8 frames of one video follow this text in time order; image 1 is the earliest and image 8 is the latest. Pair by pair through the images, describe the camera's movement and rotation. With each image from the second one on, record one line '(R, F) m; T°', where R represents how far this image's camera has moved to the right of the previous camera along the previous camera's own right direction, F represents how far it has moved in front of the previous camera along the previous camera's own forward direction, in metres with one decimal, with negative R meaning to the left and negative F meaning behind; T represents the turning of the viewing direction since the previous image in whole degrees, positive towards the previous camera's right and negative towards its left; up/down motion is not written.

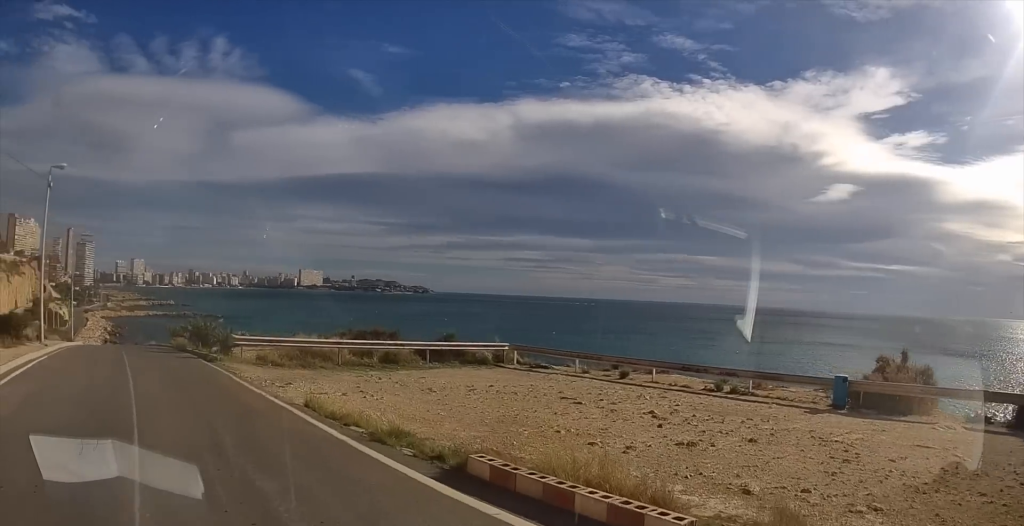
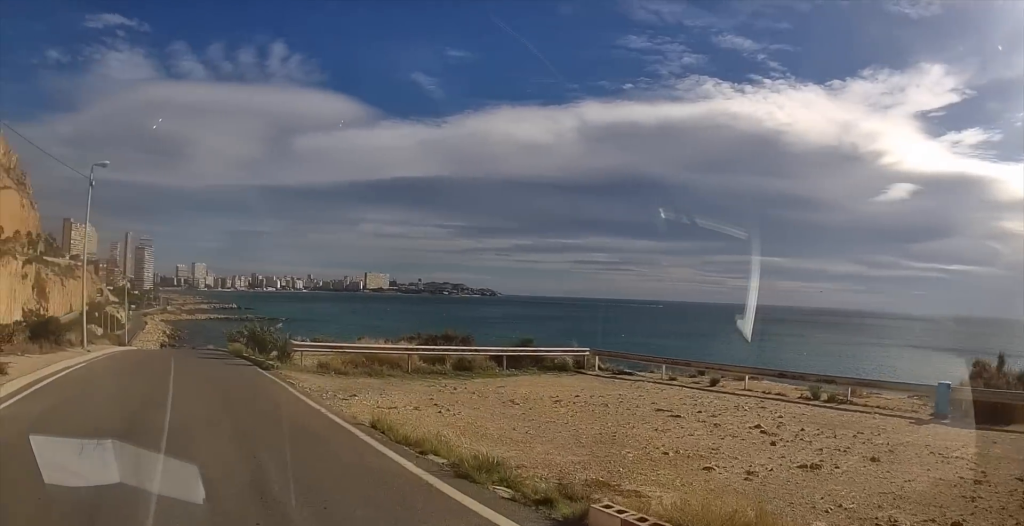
(-0.2, +1.4) m; -8°
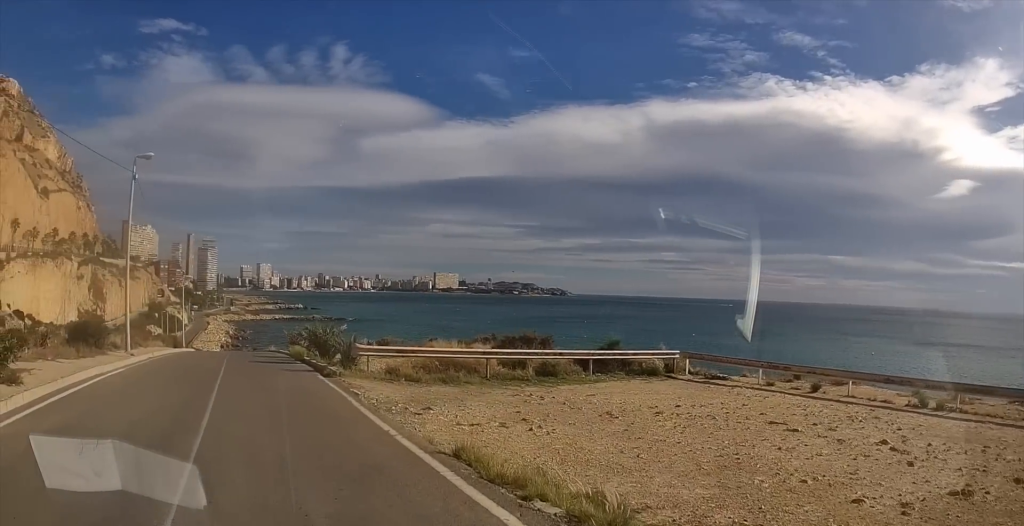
(0.0, +1.6) m; -9°
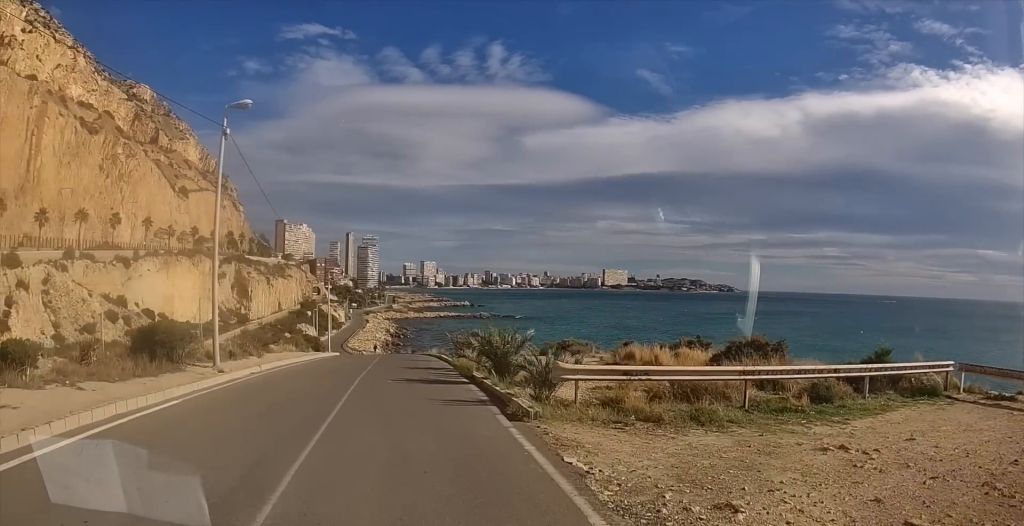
(-1.1, +6.0) m; -12°
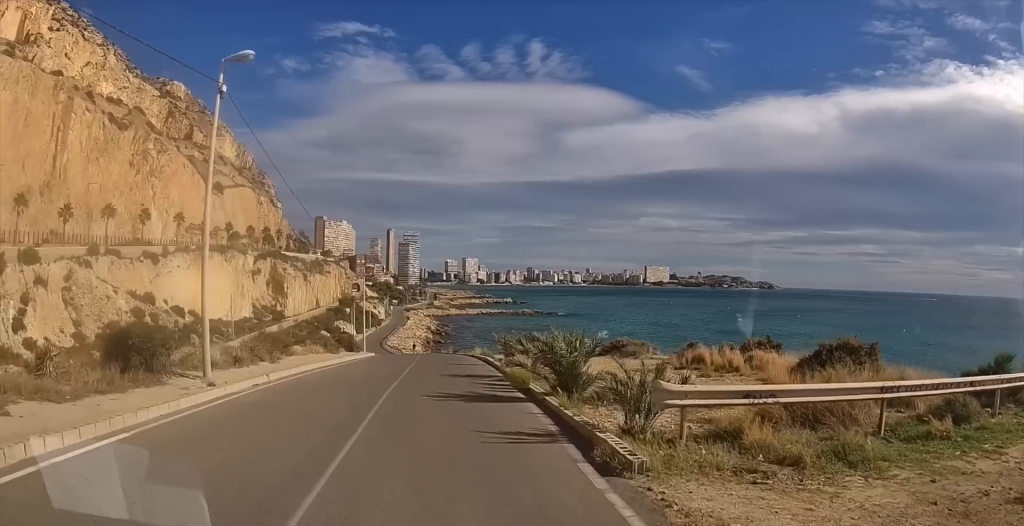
(+0.1, +3.2) m; -3°
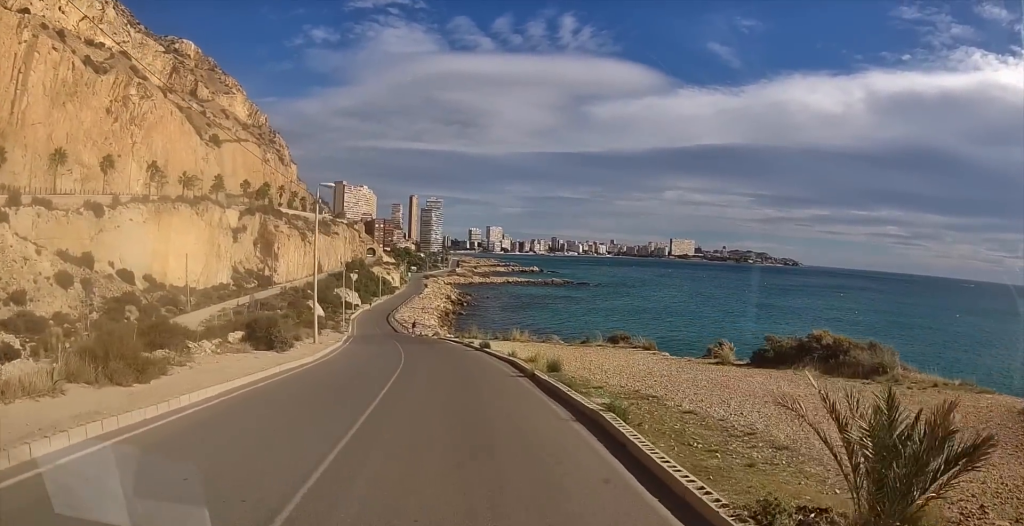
(-1.4, +23.3) m; -5°
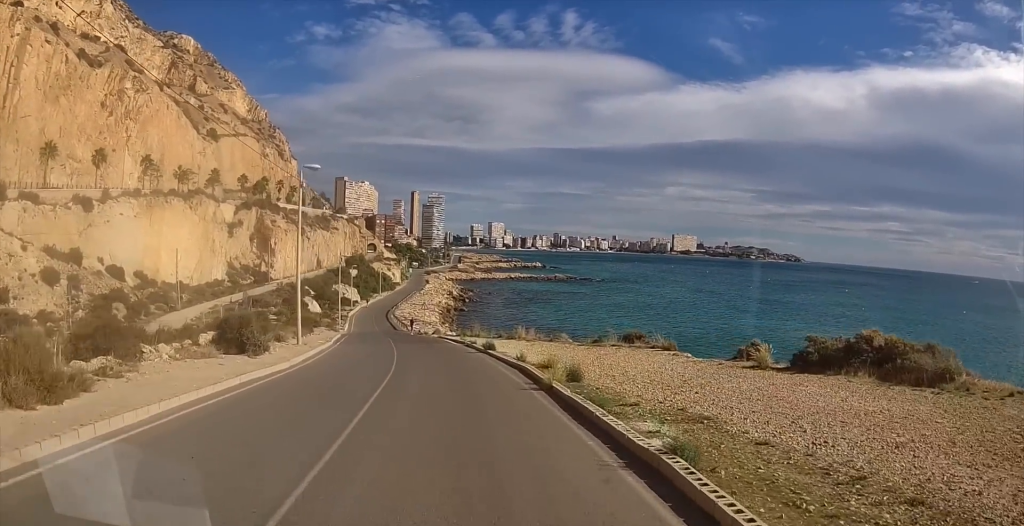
(0.0, +3.2) m; -1°
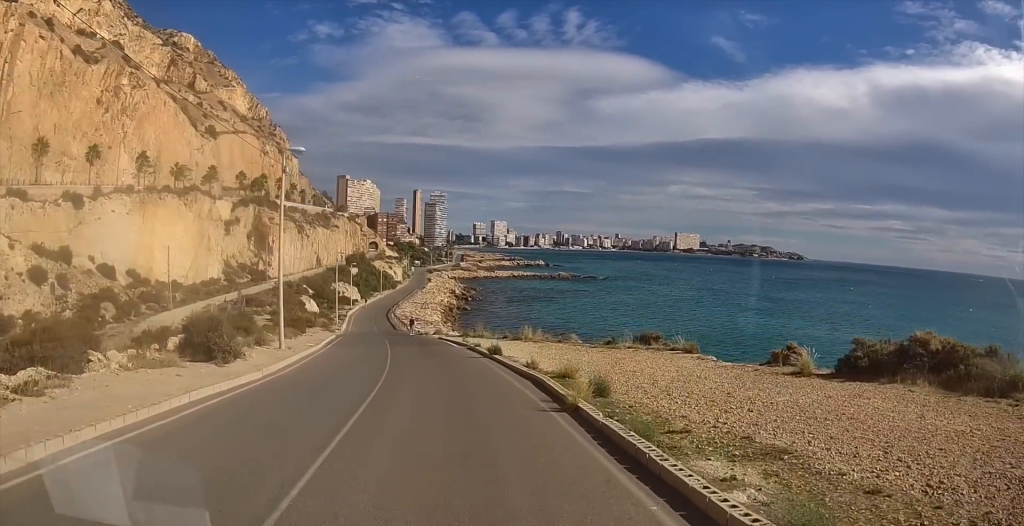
(-0.1, +2.8) m; -1°
